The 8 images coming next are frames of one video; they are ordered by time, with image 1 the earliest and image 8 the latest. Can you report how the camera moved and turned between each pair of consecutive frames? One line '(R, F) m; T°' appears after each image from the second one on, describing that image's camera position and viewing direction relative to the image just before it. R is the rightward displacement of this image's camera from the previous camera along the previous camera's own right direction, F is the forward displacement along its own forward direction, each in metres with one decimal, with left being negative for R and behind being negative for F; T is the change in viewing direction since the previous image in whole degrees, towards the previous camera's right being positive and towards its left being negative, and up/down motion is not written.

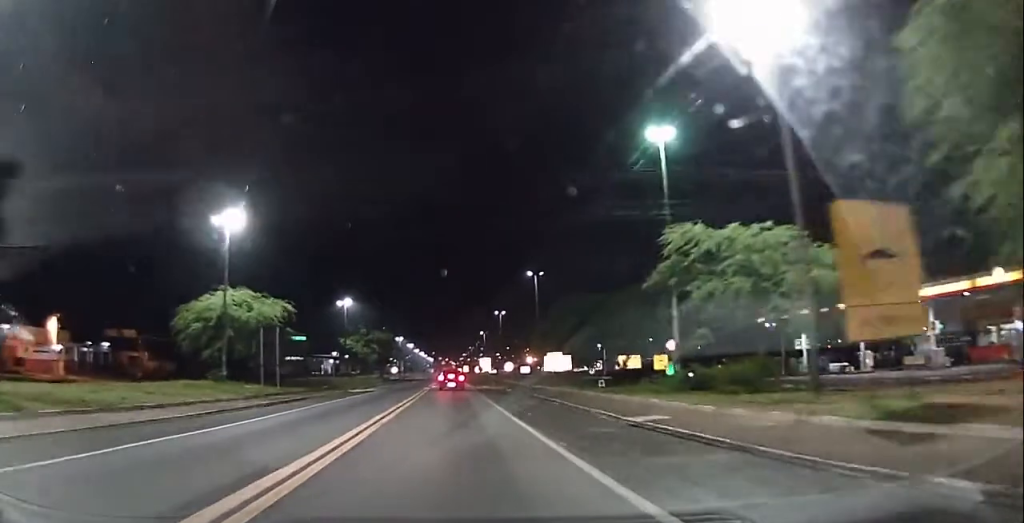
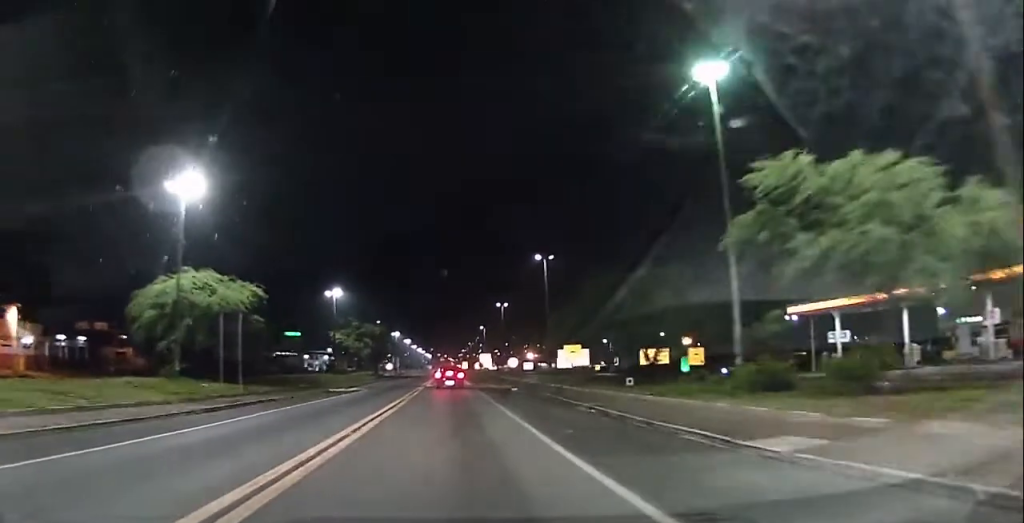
(0.0, +7.4) m; 0°
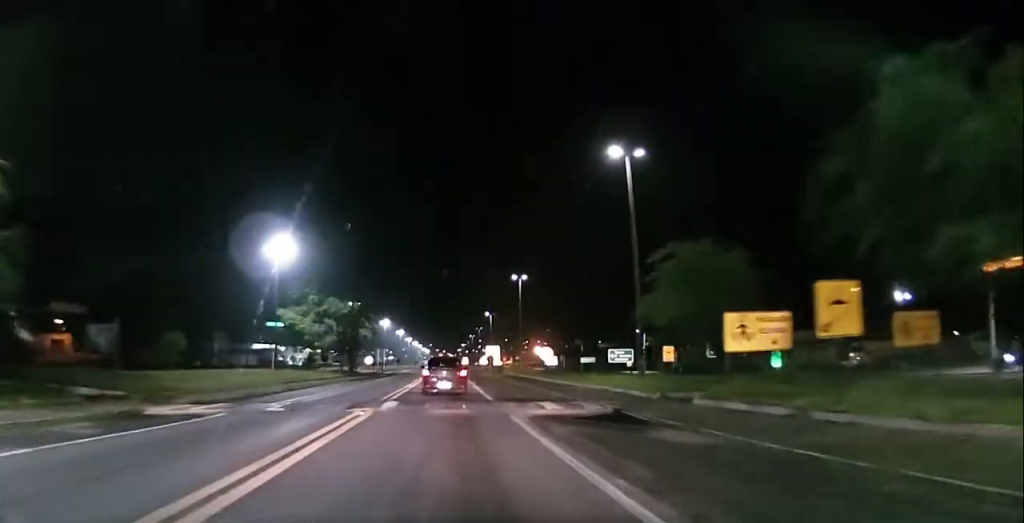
(0.0, +31.1) m; 0°
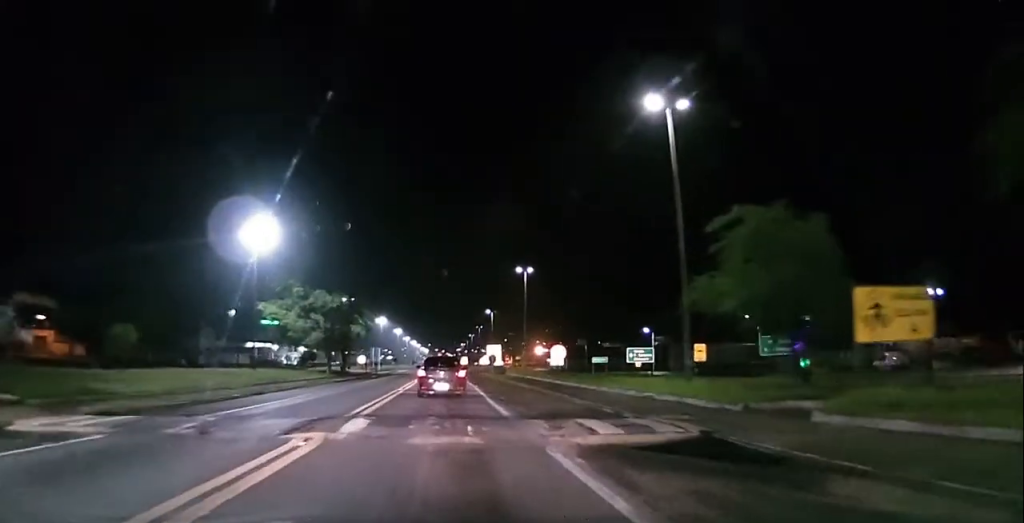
(0.0, +8.6) m; 0°
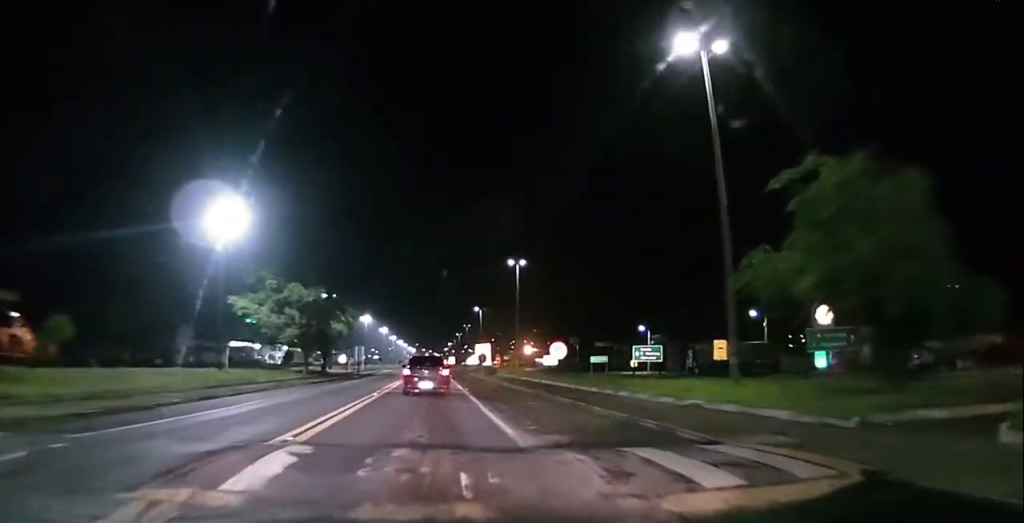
(0.0, +8.2) m; +2°
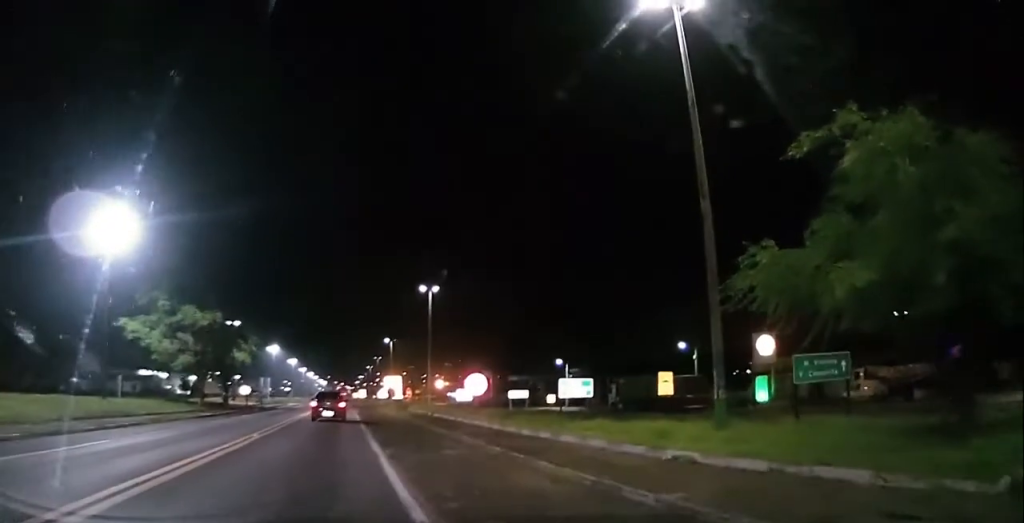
(+0.4, +9.7) m; +3°
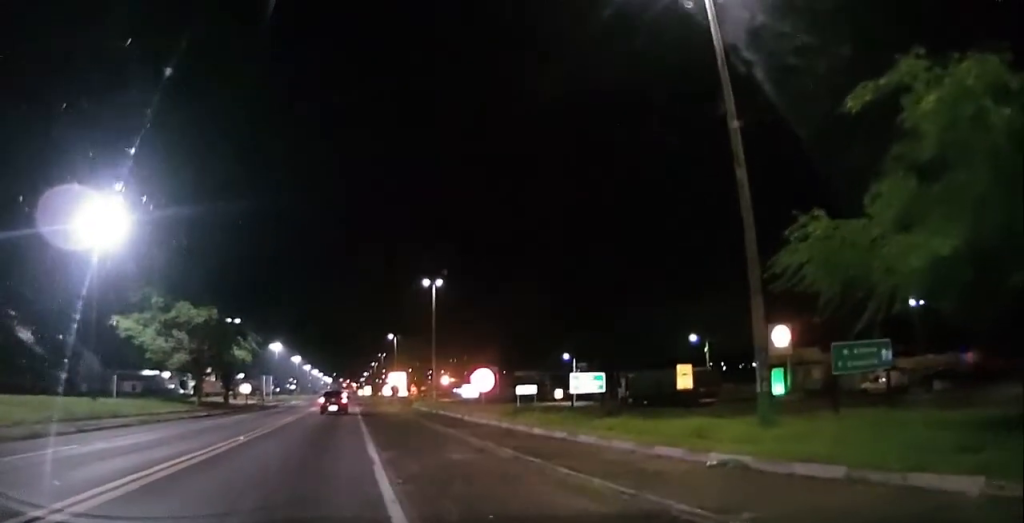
(0.0, +3.2) m; 0°
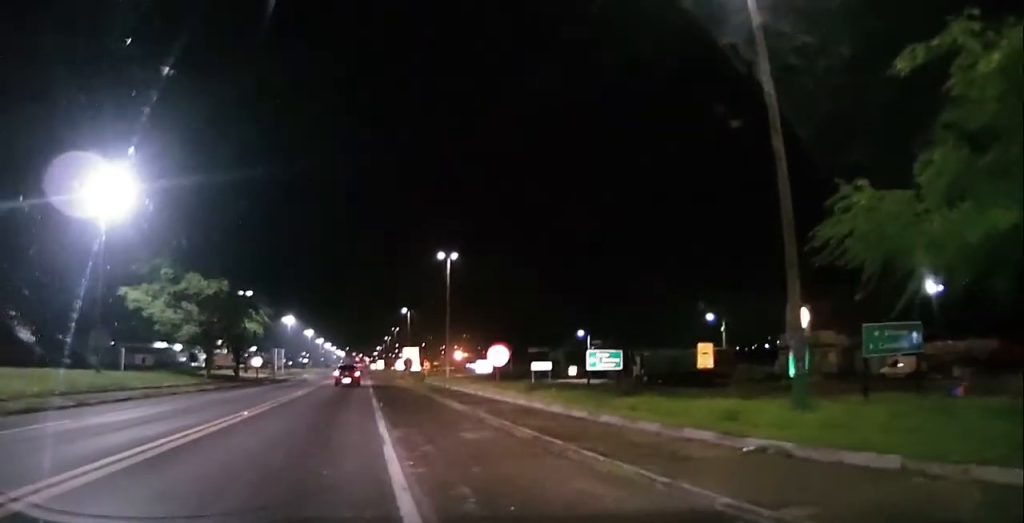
(0.0, +1.0) m; 0°
